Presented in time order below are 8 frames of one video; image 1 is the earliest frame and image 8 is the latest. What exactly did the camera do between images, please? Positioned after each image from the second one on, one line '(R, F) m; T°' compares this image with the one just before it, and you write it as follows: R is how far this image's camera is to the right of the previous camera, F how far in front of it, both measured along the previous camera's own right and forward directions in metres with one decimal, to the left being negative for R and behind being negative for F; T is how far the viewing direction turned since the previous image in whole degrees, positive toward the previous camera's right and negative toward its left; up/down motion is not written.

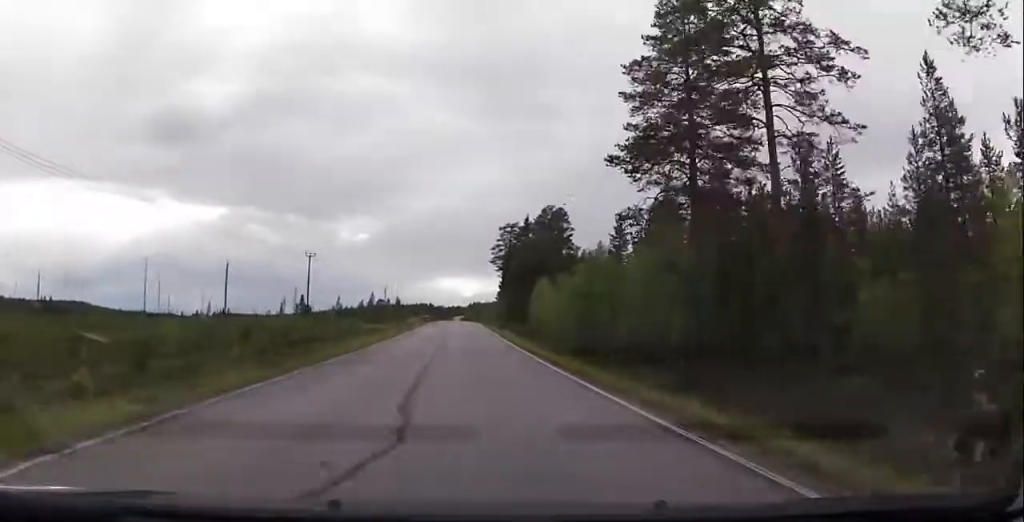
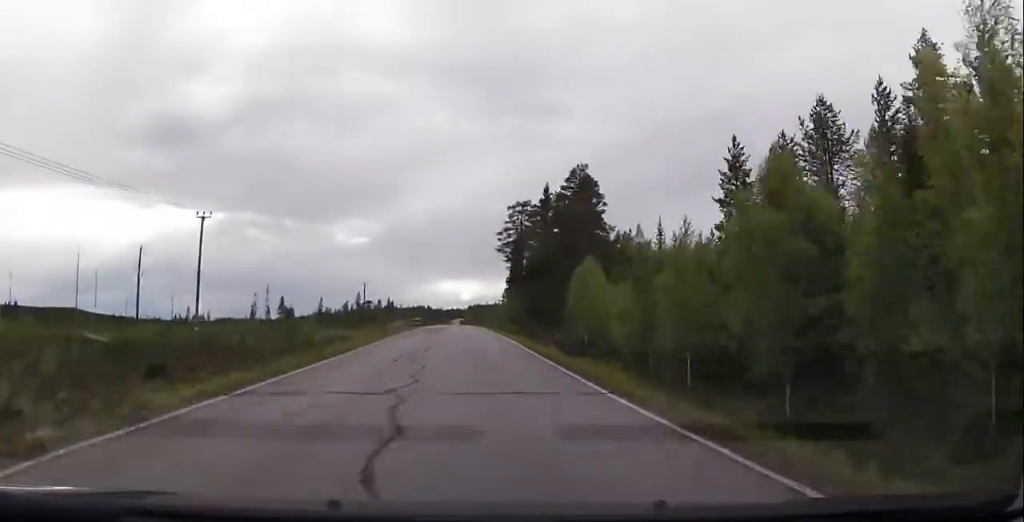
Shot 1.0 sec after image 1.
(+0.1, +28.1) m; +1°
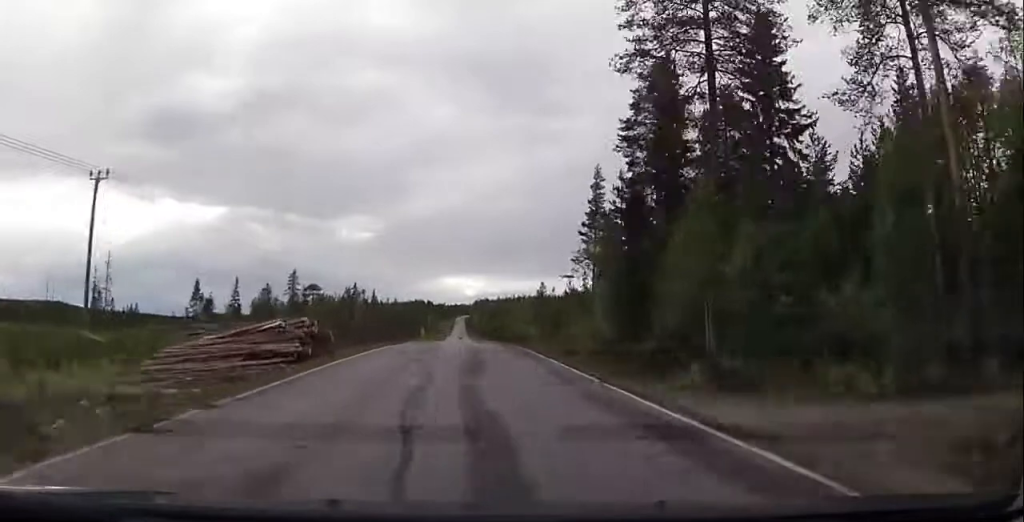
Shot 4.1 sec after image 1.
(+0.2, +81.6) m; 0°
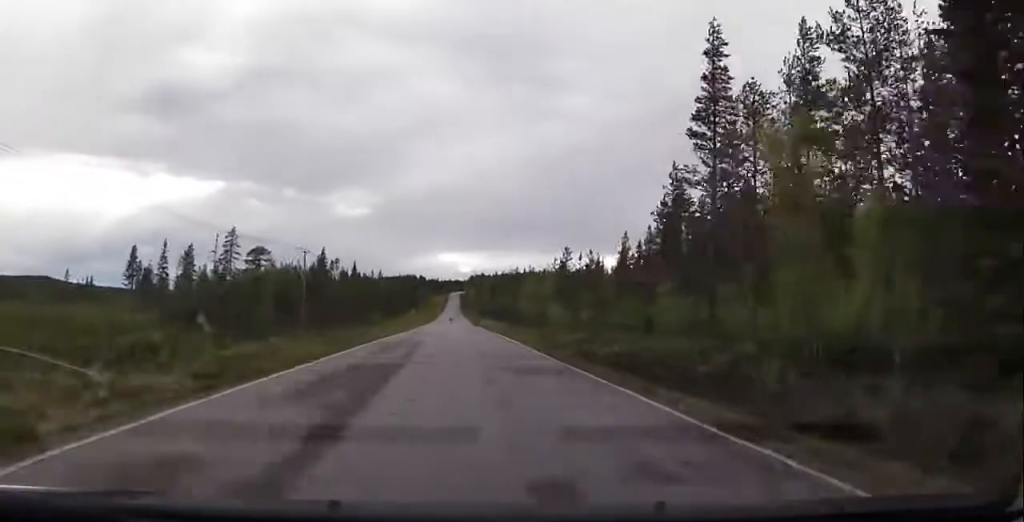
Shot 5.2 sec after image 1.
(+0.2, +28.5) m; +1°
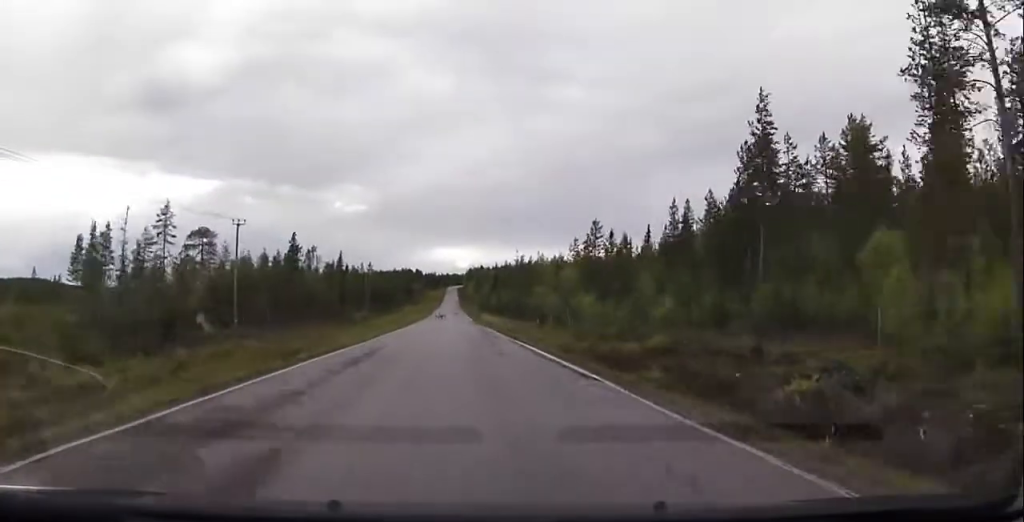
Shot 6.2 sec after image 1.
(+0.1, +18.0) m; +1°
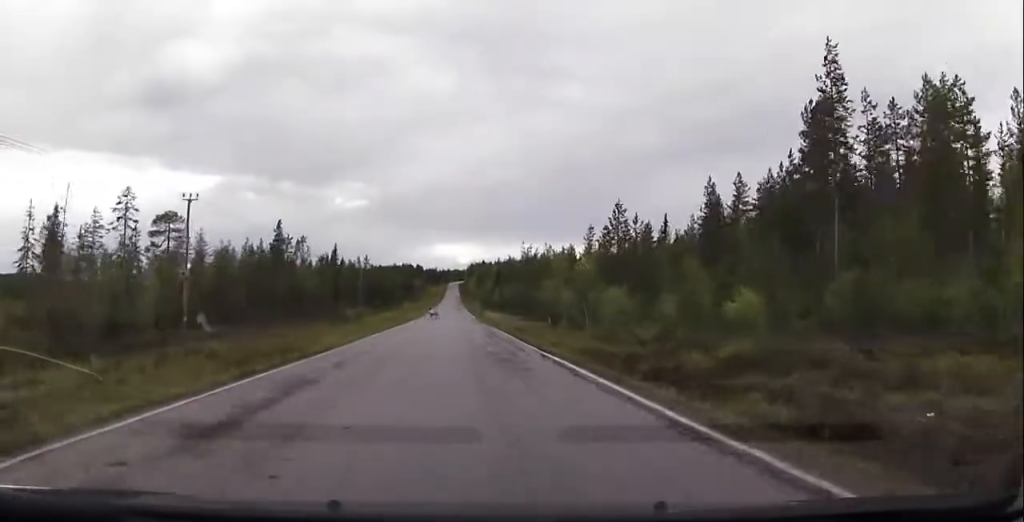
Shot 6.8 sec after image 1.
(0.0, +8.2) m; 0°
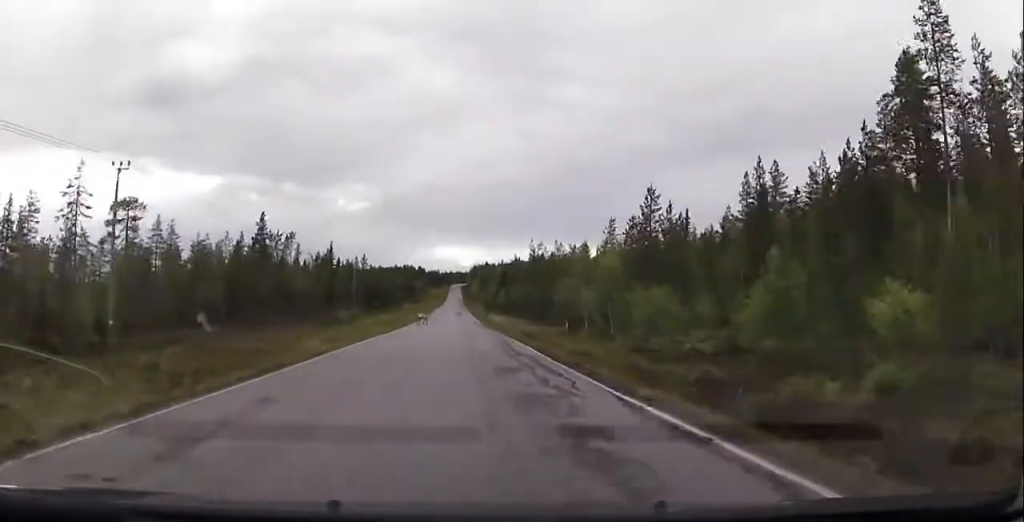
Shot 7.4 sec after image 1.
(+0.1, +8.1) m; 0°
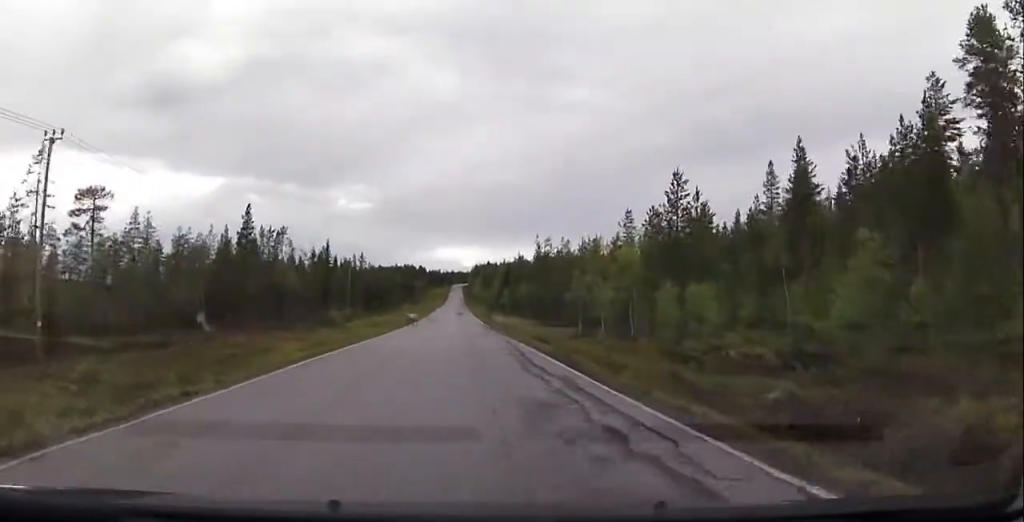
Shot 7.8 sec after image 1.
(-0.1, +4.8) m; 0°
